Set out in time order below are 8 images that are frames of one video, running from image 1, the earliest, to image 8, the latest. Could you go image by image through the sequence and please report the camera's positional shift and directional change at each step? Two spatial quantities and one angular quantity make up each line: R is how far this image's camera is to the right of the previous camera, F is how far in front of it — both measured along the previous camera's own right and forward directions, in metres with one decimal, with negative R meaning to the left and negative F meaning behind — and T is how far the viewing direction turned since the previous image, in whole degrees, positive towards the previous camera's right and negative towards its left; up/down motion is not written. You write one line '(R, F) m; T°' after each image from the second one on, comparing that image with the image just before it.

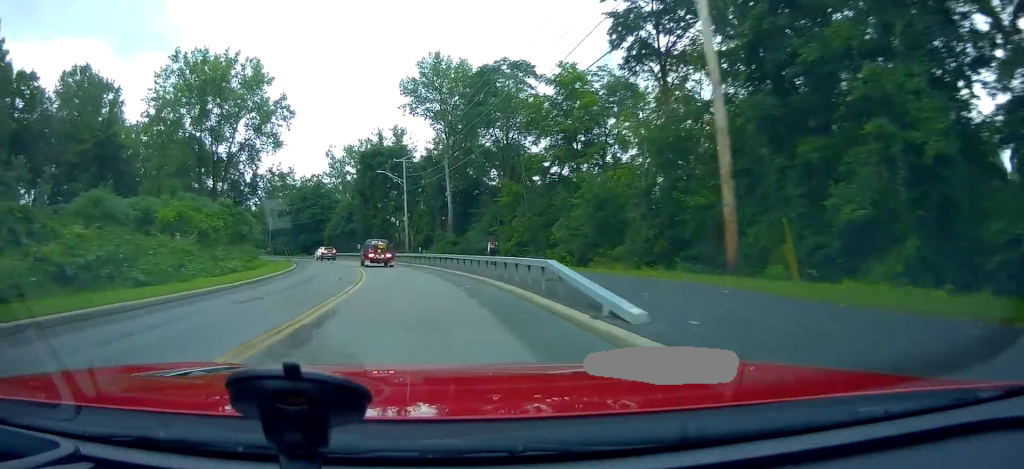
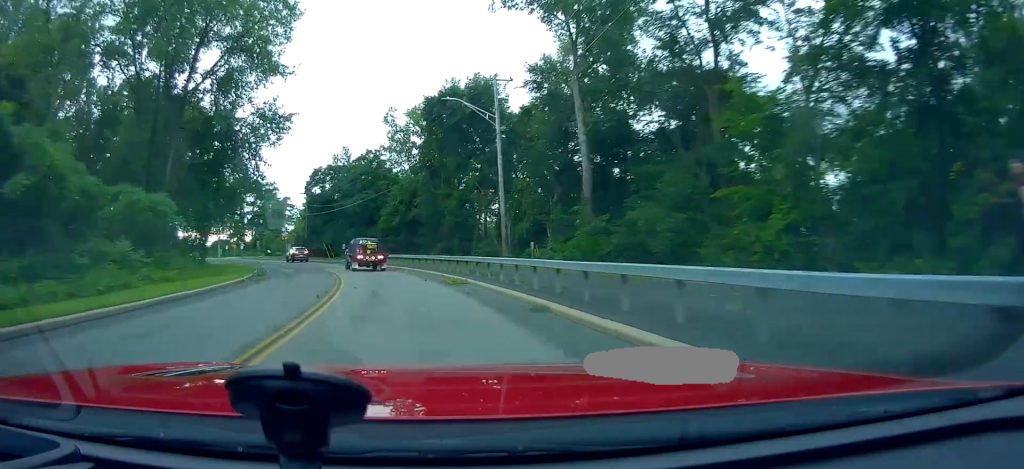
(-1.5, +32.1) m; -6°
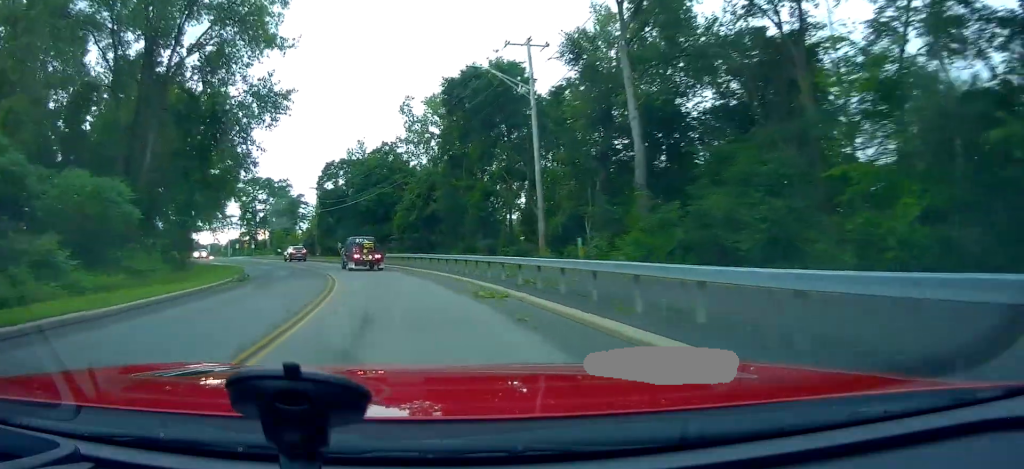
(-0.3, +6.0) m; -1°
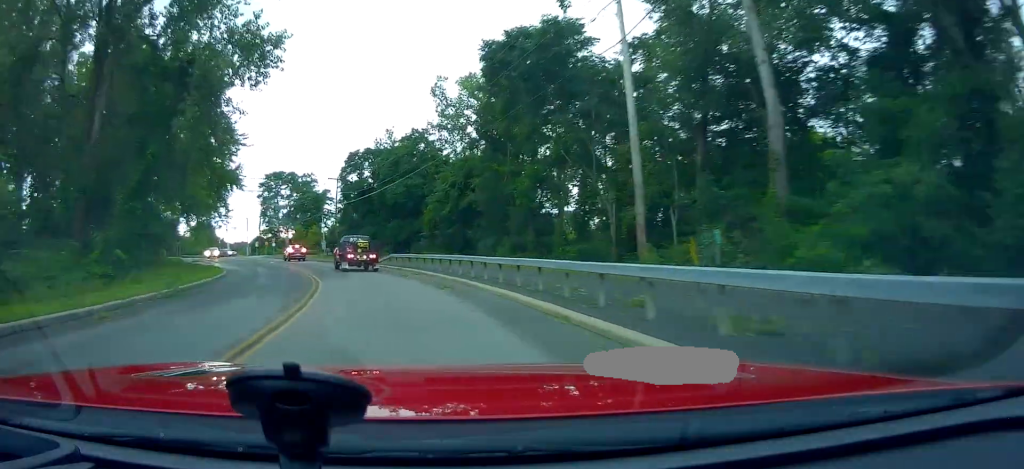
(-0.3, +9.6) m; -2°
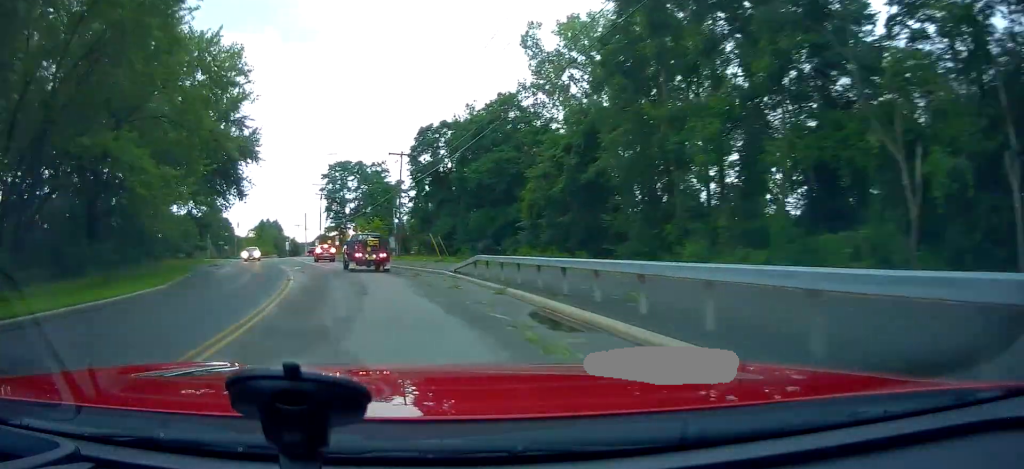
(-0.9, +17.5) m; -10°
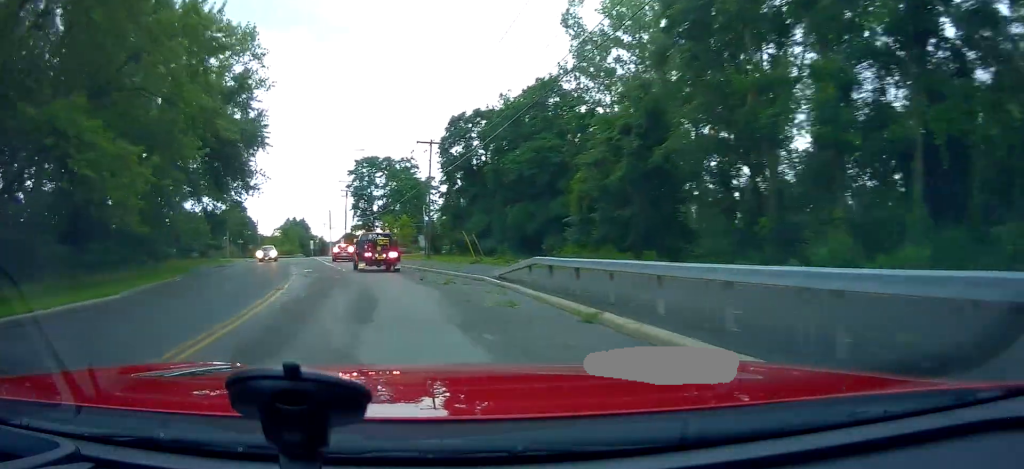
(-0.1, +5.5) m; -5°
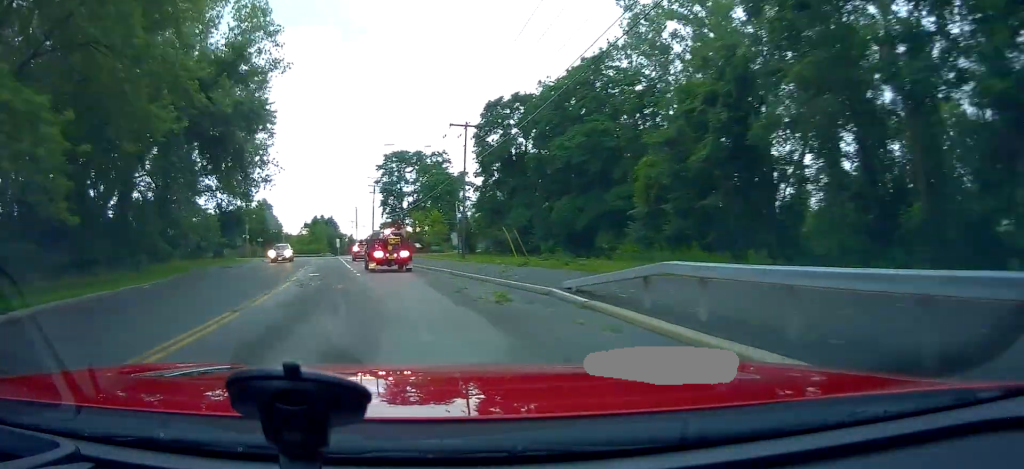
(-0.4, +6.2) m; -2°
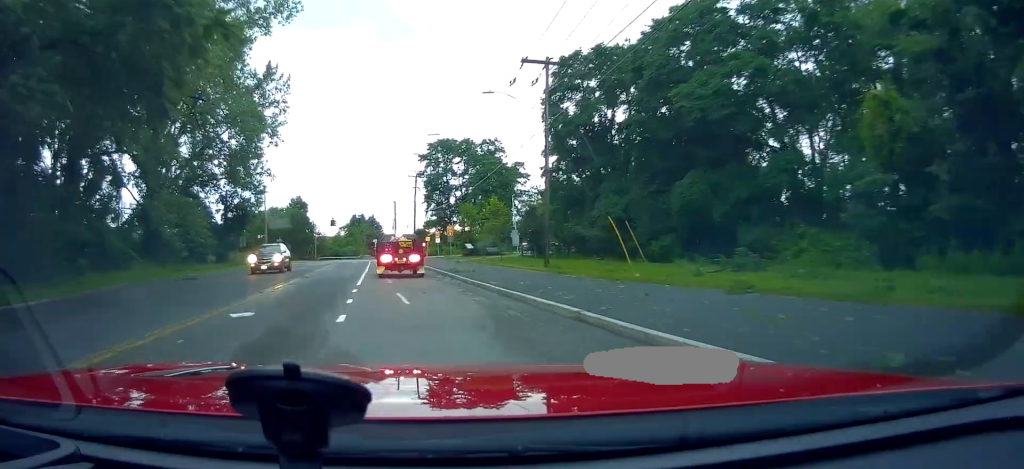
(-0.1, +15.1) m; -2°
